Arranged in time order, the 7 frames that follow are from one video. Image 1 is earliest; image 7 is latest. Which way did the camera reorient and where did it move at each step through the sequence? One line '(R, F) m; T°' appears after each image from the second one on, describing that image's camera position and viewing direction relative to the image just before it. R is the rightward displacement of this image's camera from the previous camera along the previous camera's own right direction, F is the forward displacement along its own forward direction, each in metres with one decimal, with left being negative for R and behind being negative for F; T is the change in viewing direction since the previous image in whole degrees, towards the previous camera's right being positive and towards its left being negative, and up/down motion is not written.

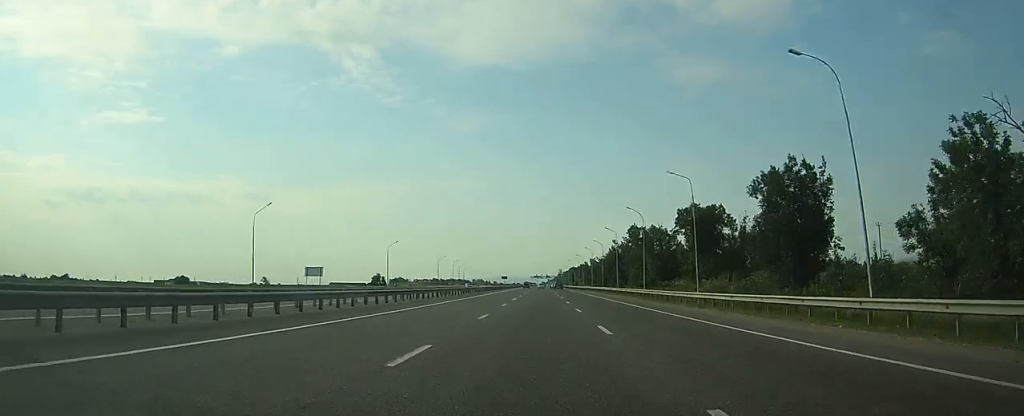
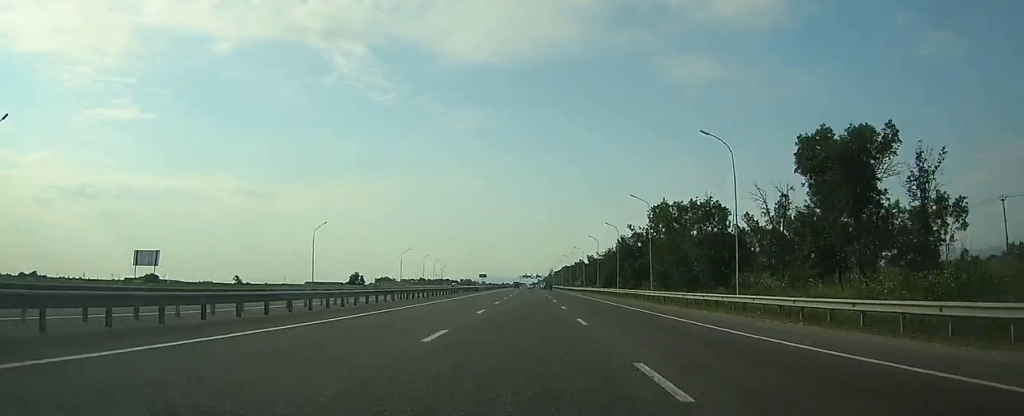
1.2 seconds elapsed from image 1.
(+0.2, +31.9) m; +1°
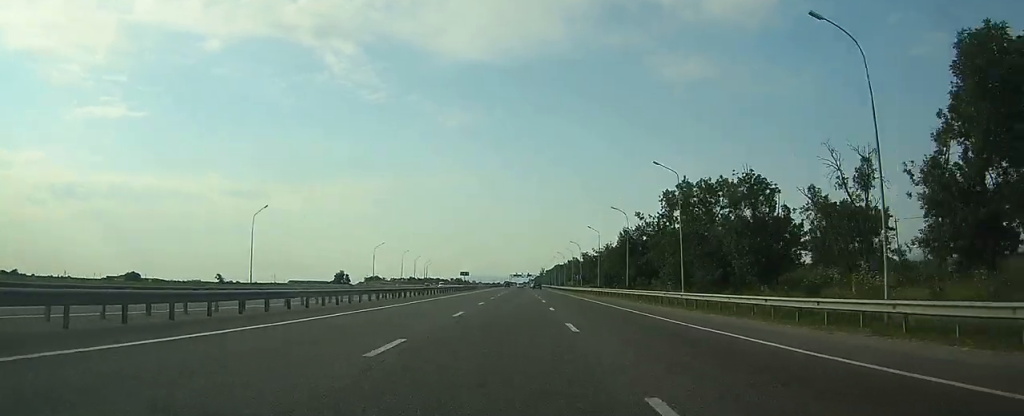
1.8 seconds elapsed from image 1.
(+0.1, +14.7) m; +1°
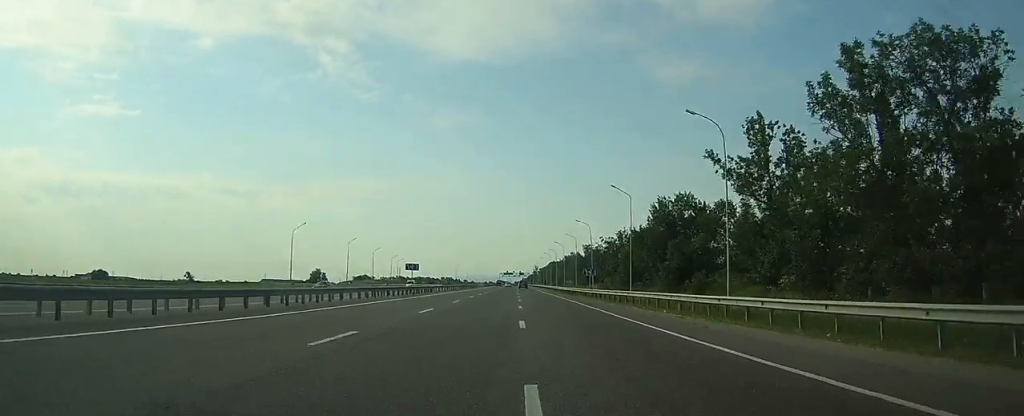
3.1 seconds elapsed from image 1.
(+0.1, +34.6) m; +1°
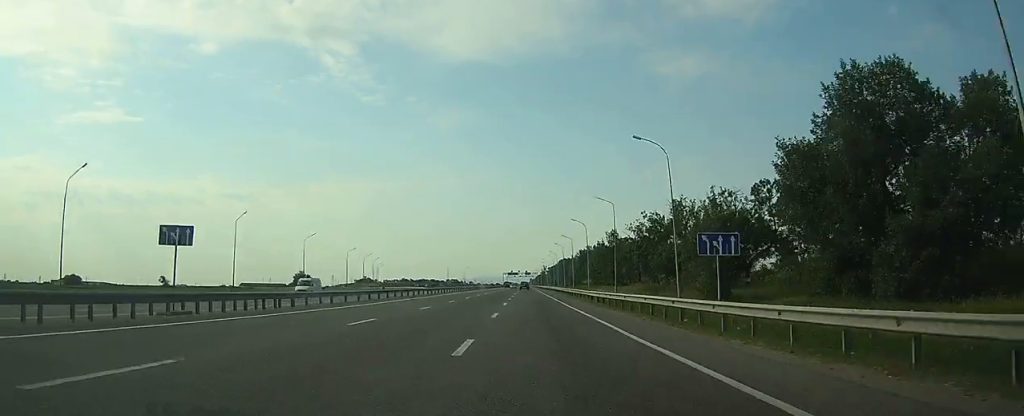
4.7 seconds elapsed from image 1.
(+0.3, +41.5) m; 0°
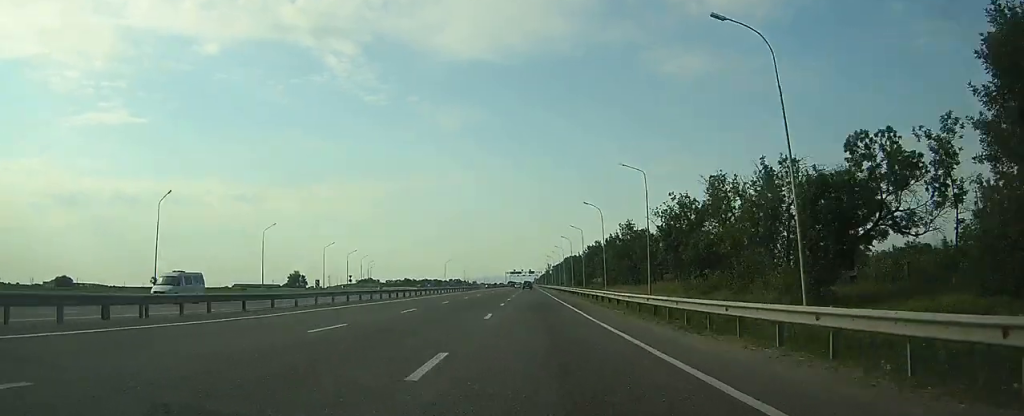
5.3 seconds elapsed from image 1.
(0.0, +14.7) m; 0°
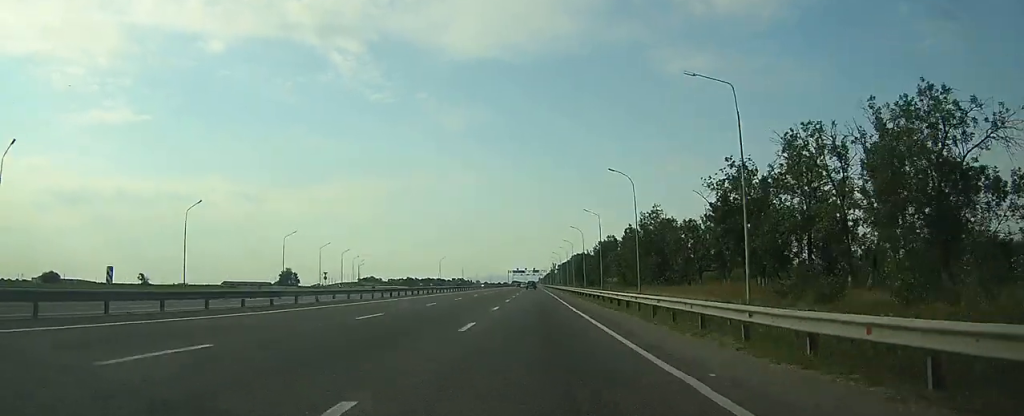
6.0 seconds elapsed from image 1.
(0.0, +18.1) m; 0°
